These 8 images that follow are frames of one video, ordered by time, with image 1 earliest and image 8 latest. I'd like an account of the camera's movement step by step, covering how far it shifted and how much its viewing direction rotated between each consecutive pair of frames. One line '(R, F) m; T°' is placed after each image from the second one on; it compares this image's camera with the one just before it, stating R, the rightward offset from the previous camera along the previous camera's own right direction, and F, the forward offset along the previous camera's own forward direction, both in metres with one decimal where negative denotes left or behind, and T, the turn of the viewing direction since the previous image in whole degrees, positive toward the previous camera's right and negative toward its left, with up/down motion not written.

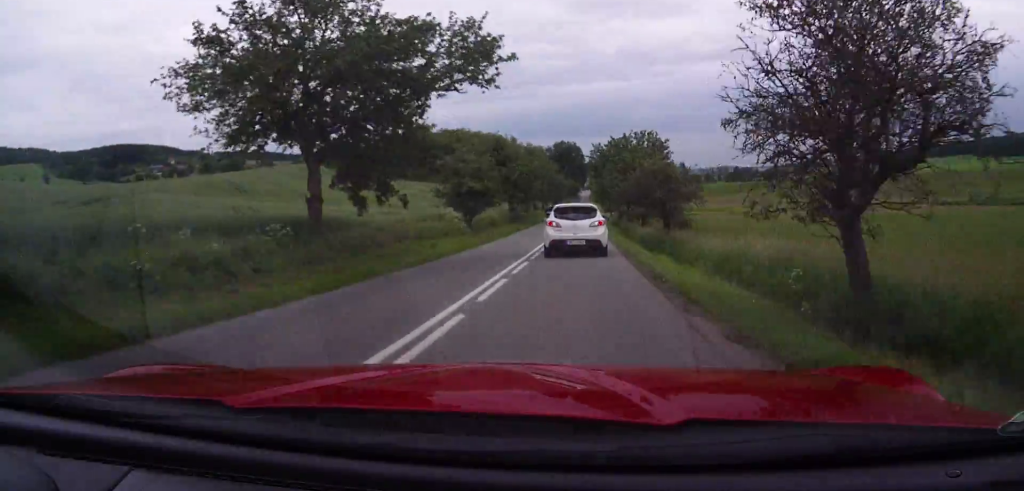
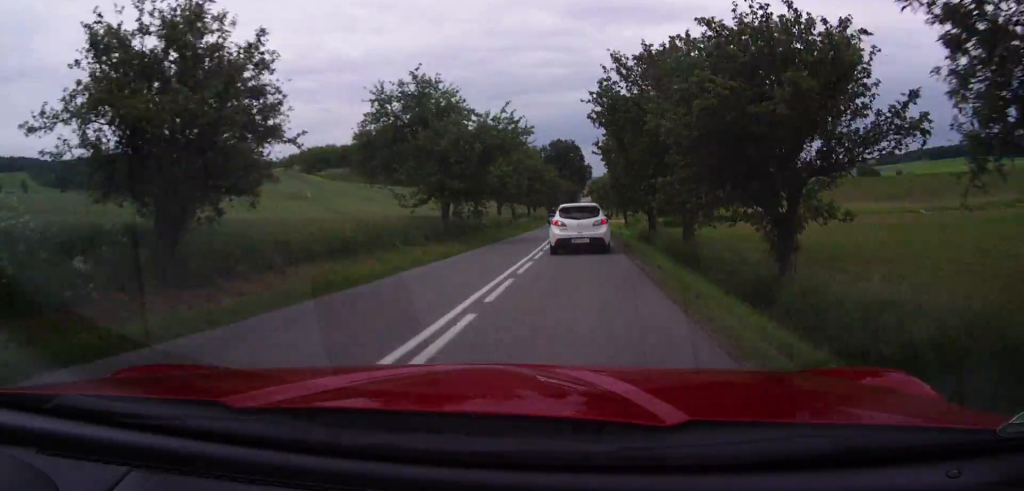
(0.0, +28.7) m; 0°
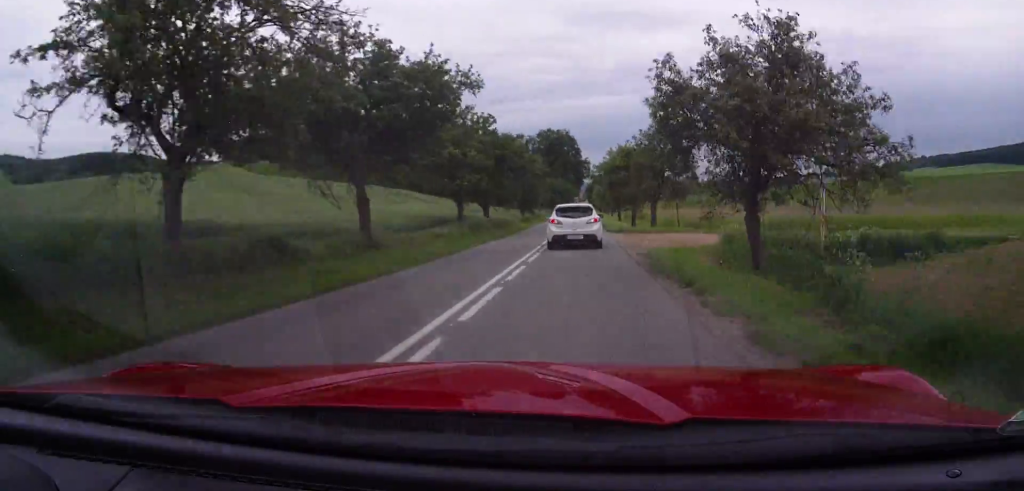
(0.0, +42.2) m; 0°
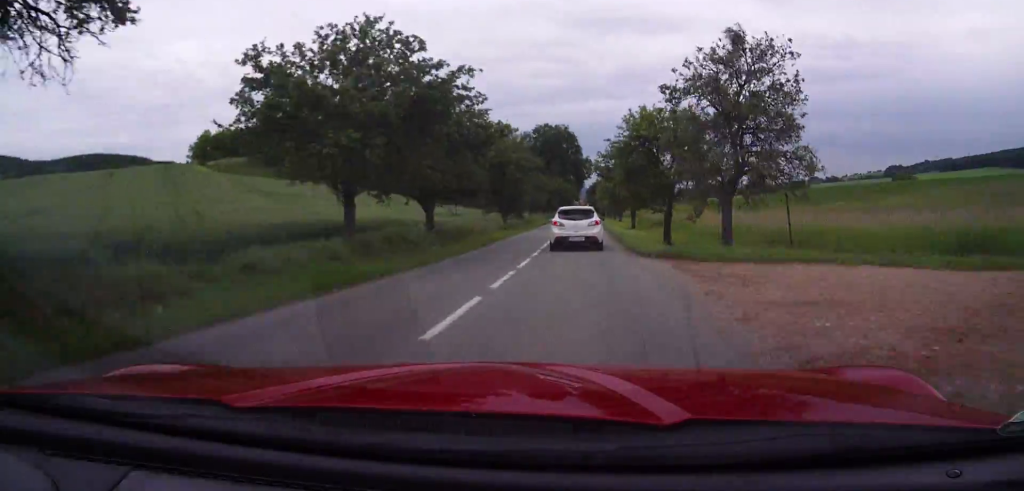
(0.0, +16.0) m; 0°
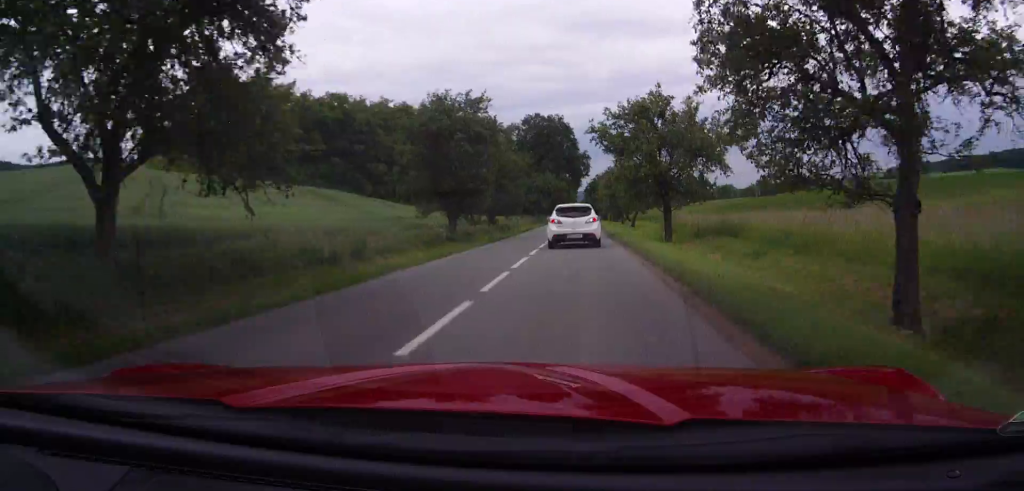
(0.0, +19.0) m; 0°
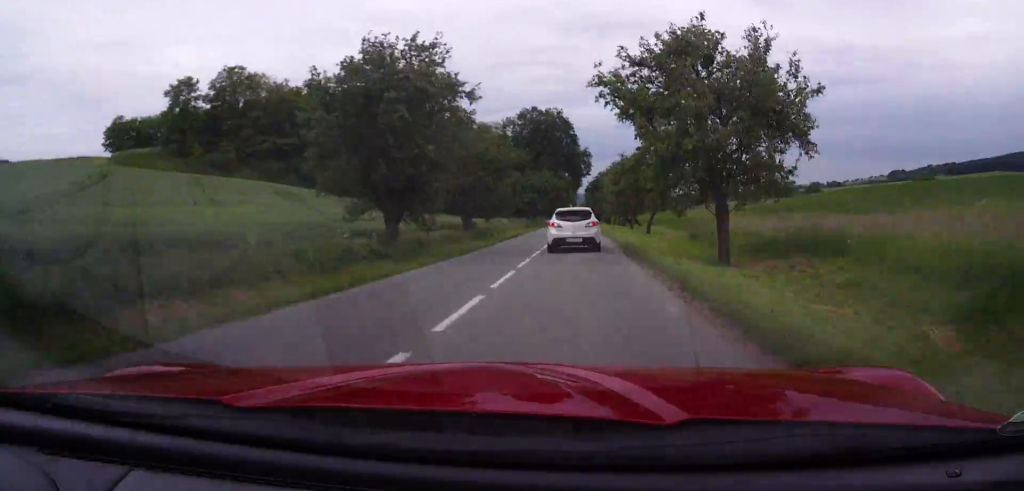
(0.0, +10.6) m; 0°
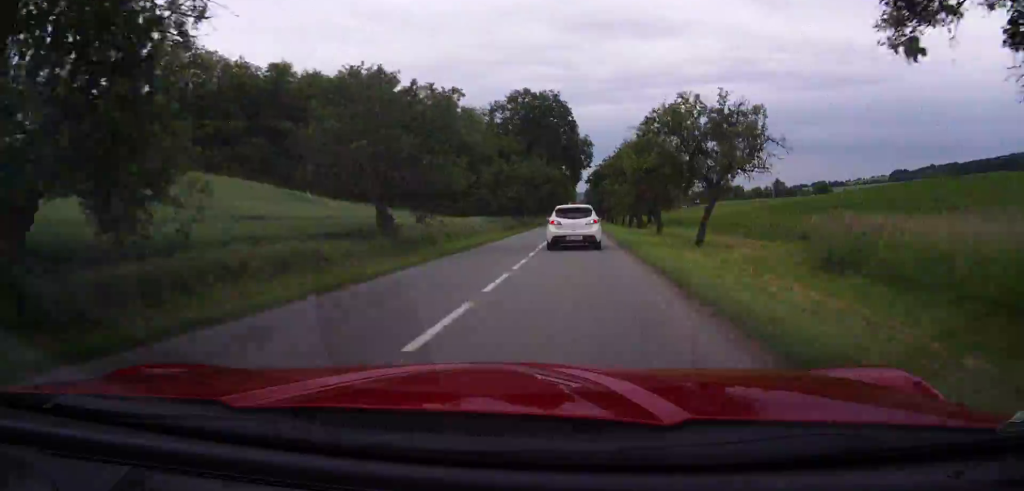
(+0.1, +16.6) m; 0°
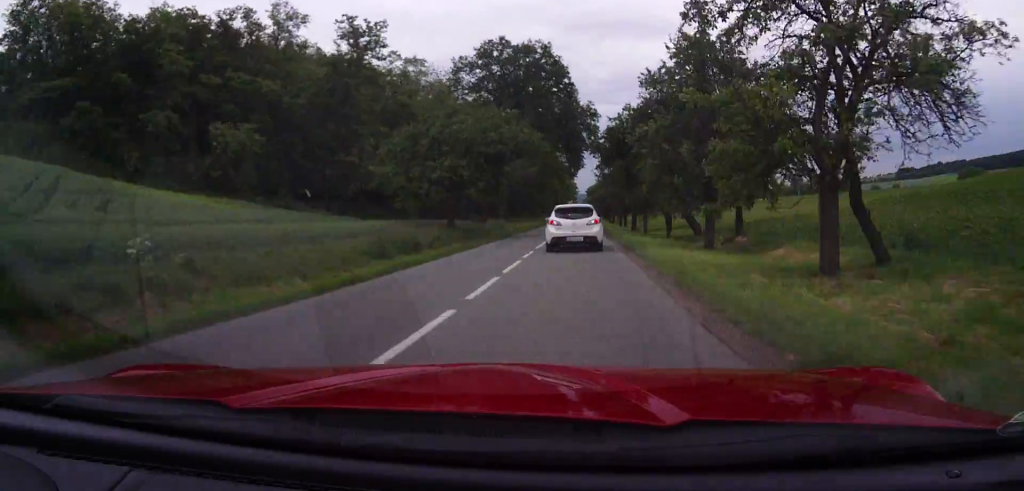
(0.0, +32.9) m; 0°
